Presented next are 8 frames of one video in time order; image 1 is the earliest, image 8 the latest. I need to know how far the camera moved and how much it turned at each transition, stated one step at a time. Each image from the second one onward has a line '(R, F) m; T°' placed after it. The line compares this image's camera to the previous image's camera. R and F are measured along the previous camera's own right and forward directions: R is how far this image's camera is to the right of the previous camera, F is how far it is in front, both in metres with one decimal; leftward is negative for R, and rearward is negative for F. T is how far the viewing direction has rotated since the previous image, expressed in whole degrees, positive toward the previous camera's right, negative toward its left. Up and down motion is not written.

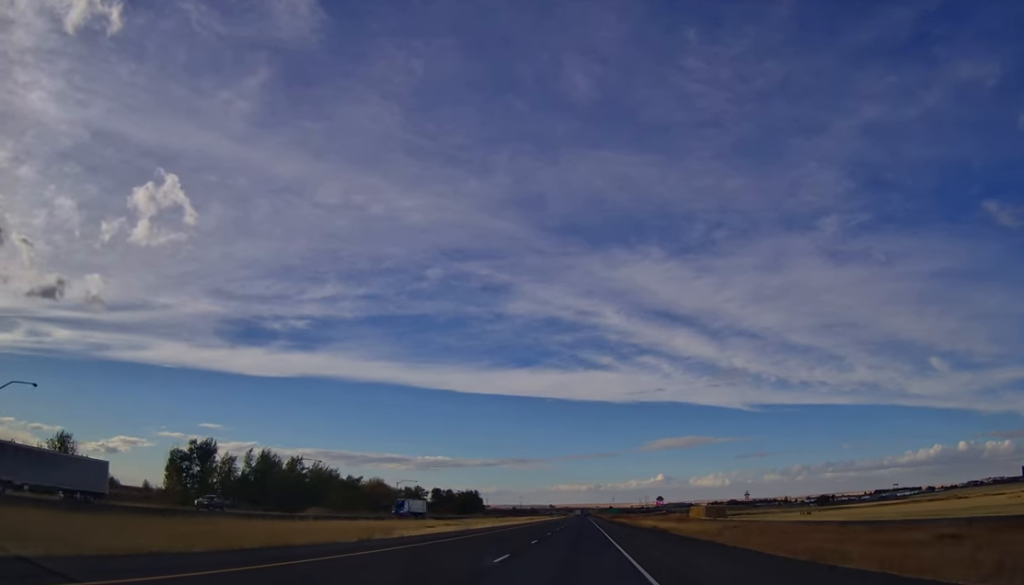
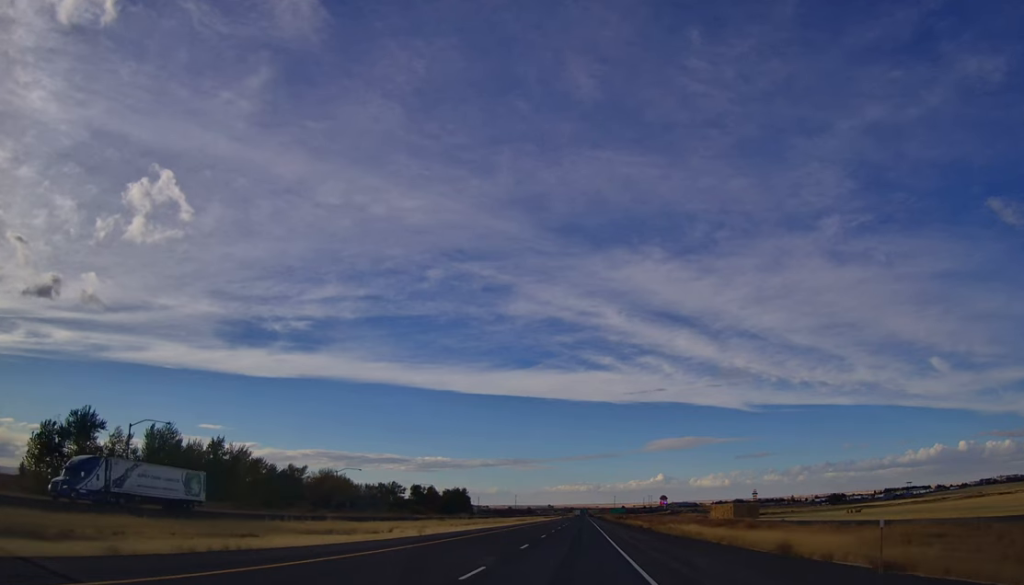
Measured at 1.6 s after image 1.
(-0.3, +54.3) m; -1°
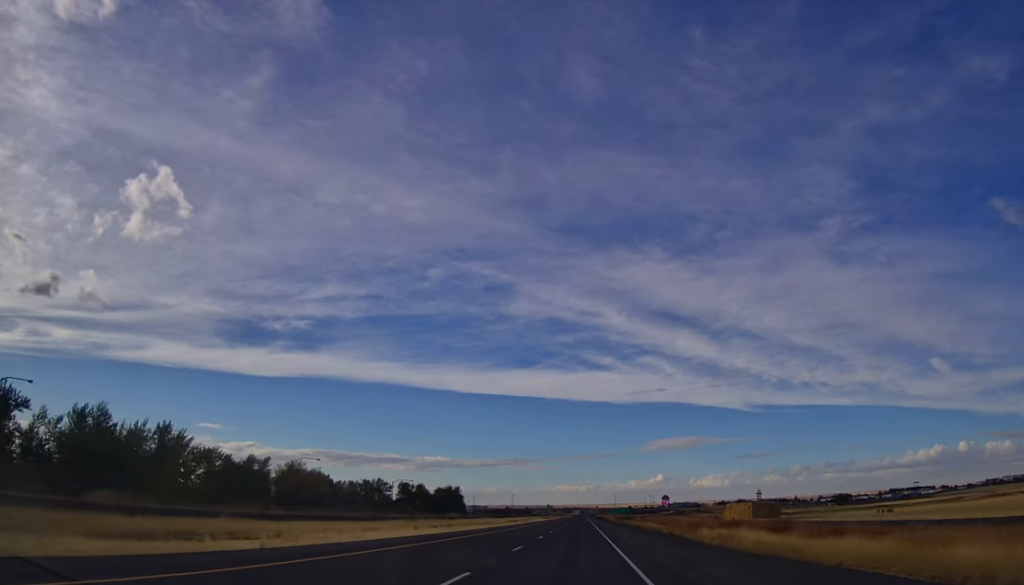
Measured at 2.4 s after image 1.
(-0.2, +26.5) m; 0°
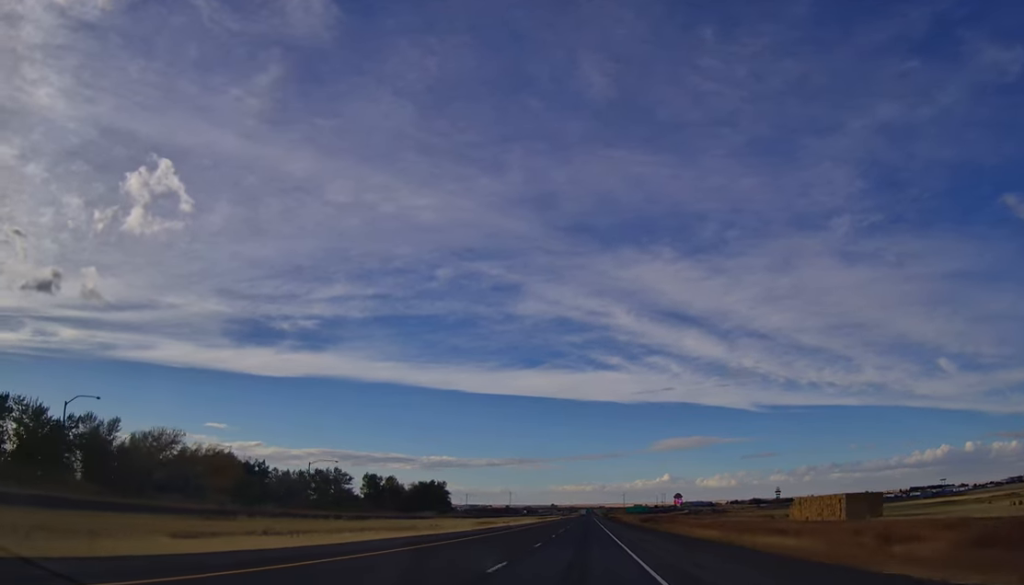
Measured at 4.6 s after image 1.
(+1.1, +69.9) m; +1°
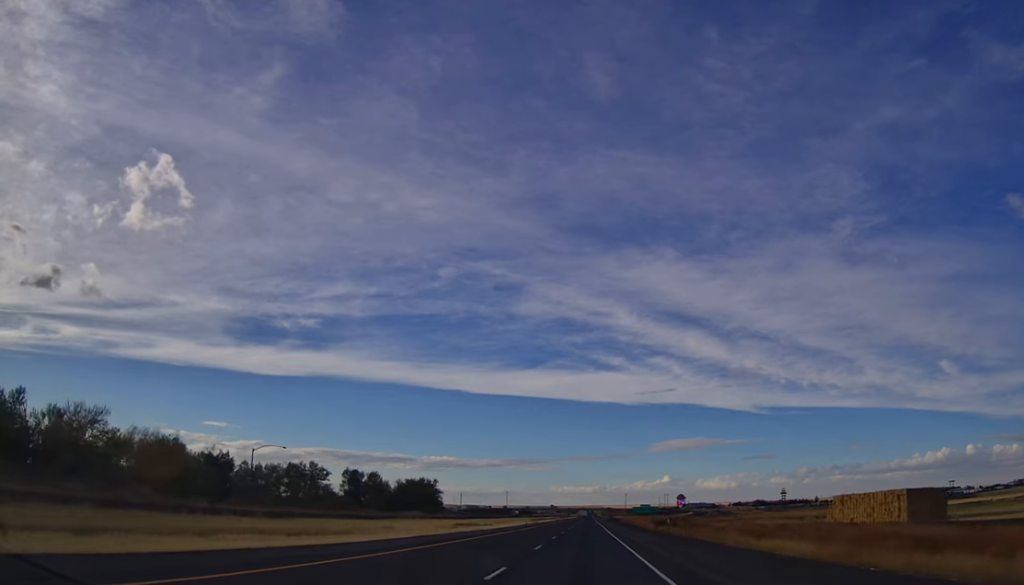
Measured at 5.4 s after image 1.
(+0.1, +26.1) m; -1°
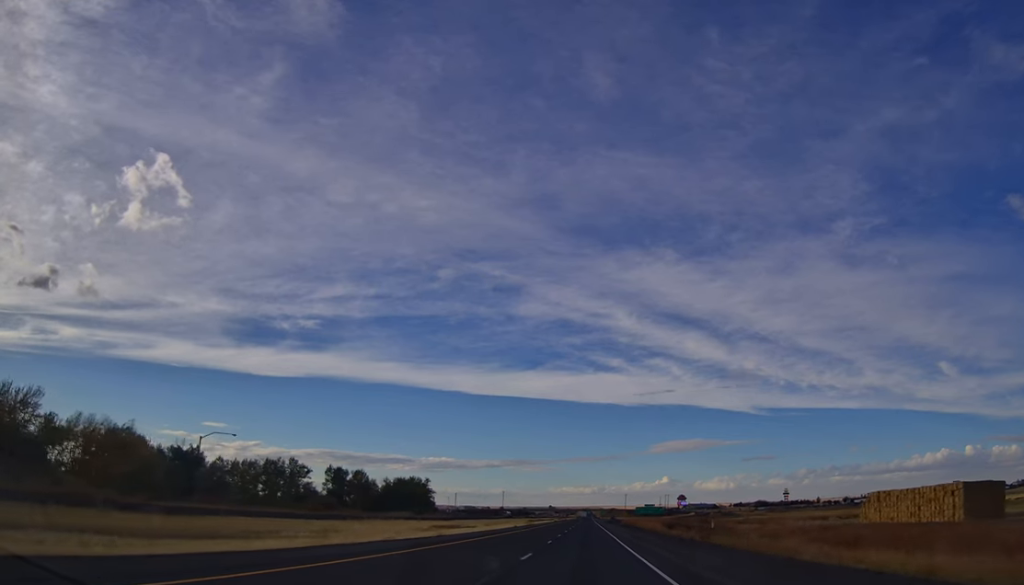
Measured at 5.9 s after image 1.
(-0.3, +17.5) m; 0°
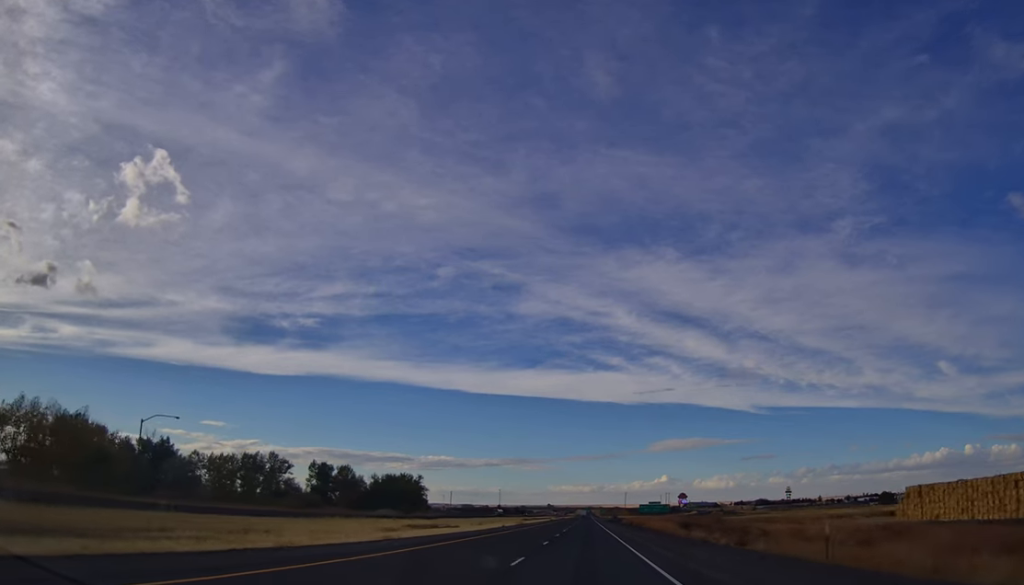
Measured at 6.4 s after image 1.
(-0.1, +15.3) m; 0°
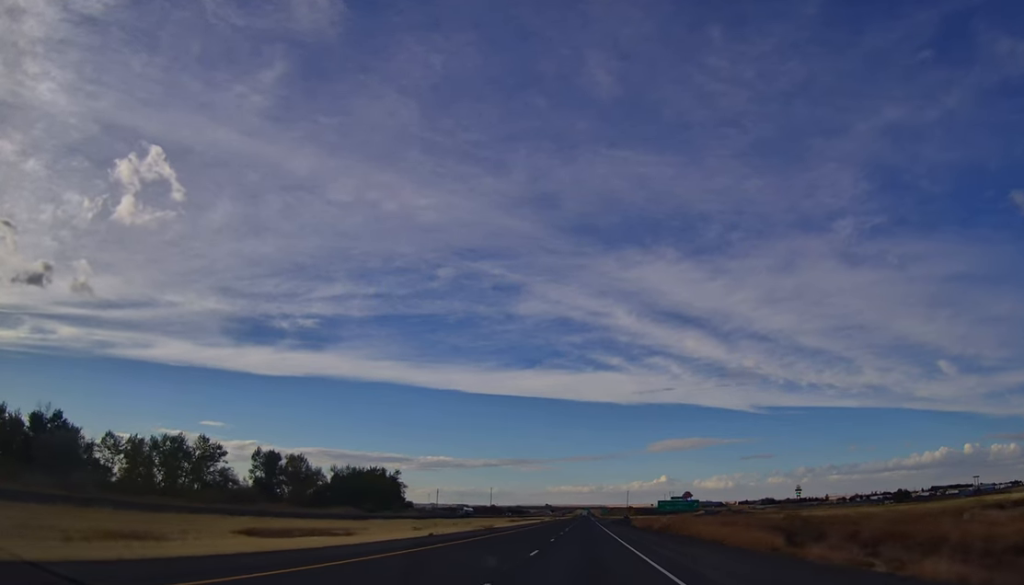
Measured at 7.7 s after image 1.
(+0.2, +44.0) m; +1°
